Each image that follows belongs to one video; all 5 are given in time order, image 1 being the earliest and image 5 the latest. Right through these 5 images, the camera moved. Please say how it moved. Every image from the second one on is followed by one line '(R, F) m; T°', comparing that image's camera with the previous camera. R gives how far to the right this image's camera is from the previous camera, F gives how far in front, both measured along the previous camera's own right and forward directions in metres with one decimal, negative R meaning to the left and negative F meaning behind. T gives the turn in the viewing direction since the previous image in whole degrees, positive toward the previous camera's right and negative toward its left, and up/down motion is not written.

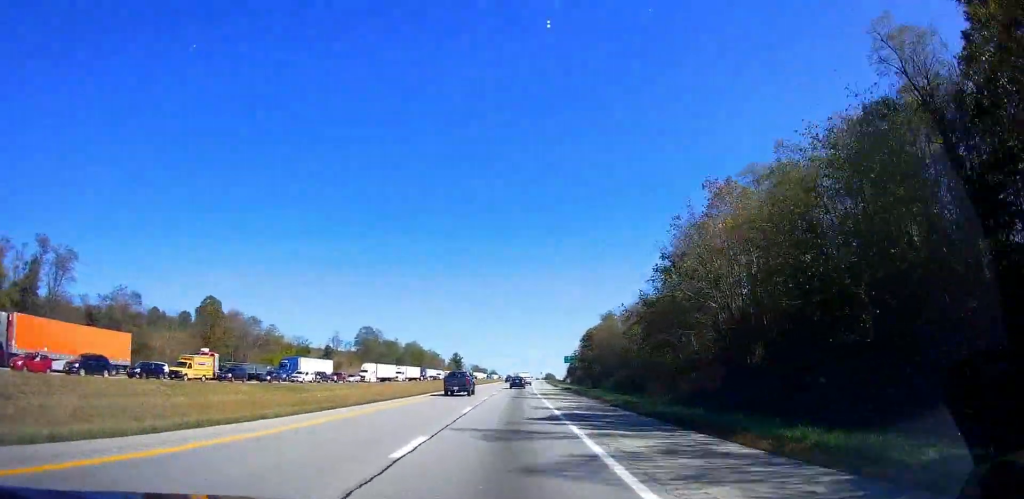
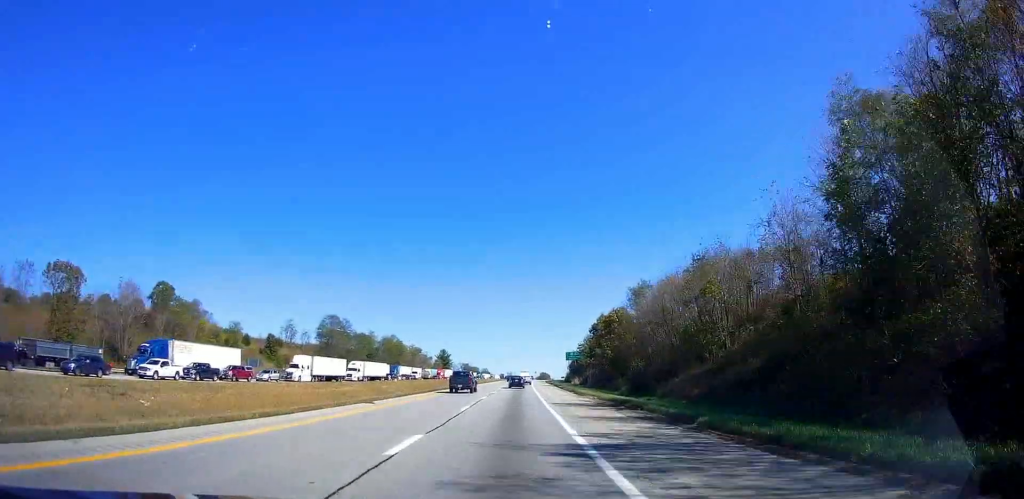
(+0.2, +36.2) m; +1°
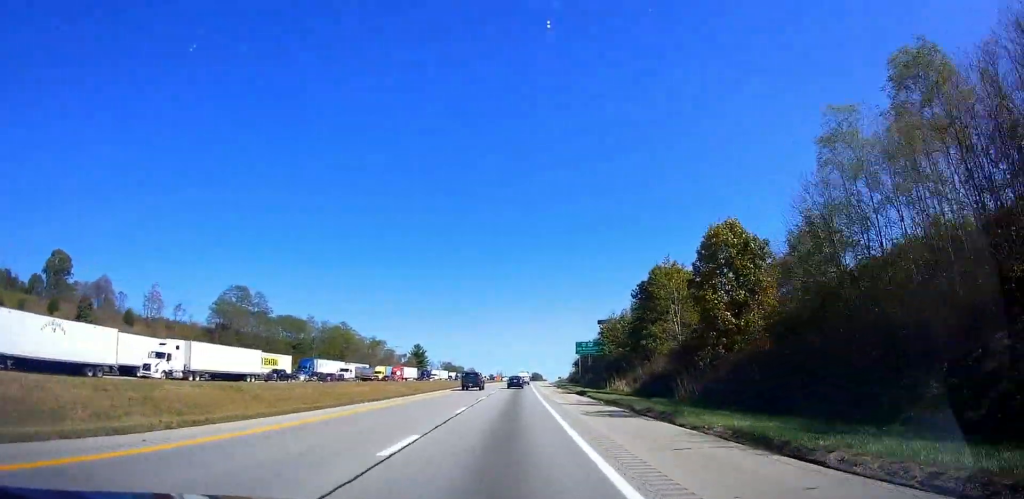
(+0.5, +61.7) m; +2°
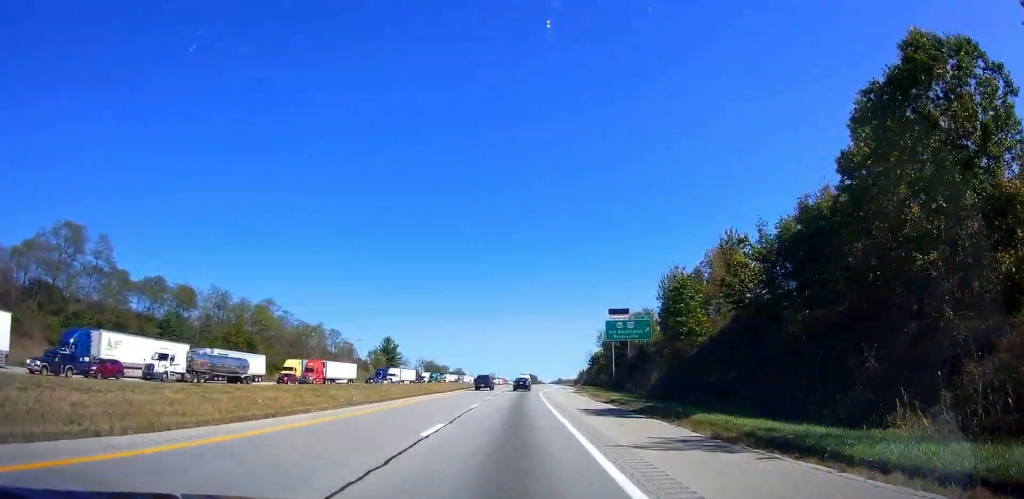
(+0.6, +56.1) m; -1°
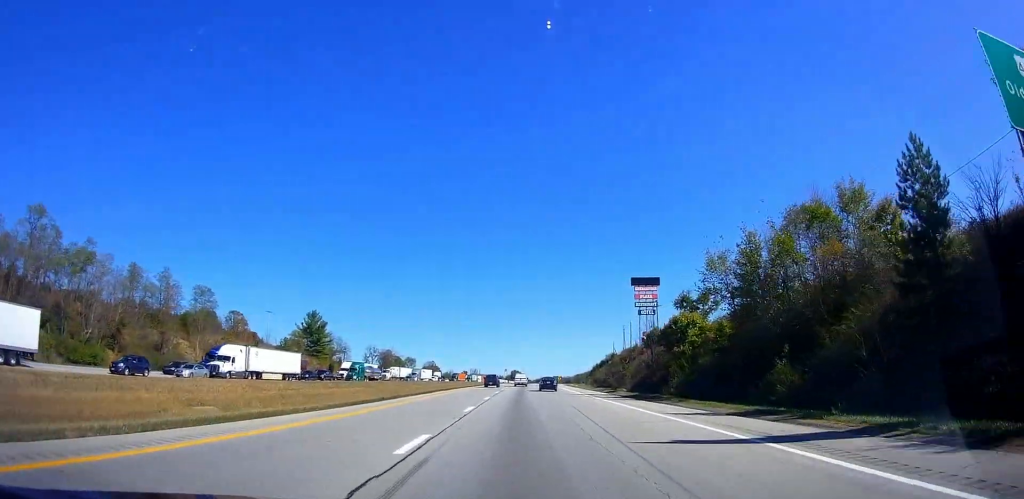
(+2.1, +76.3) m; +3°
